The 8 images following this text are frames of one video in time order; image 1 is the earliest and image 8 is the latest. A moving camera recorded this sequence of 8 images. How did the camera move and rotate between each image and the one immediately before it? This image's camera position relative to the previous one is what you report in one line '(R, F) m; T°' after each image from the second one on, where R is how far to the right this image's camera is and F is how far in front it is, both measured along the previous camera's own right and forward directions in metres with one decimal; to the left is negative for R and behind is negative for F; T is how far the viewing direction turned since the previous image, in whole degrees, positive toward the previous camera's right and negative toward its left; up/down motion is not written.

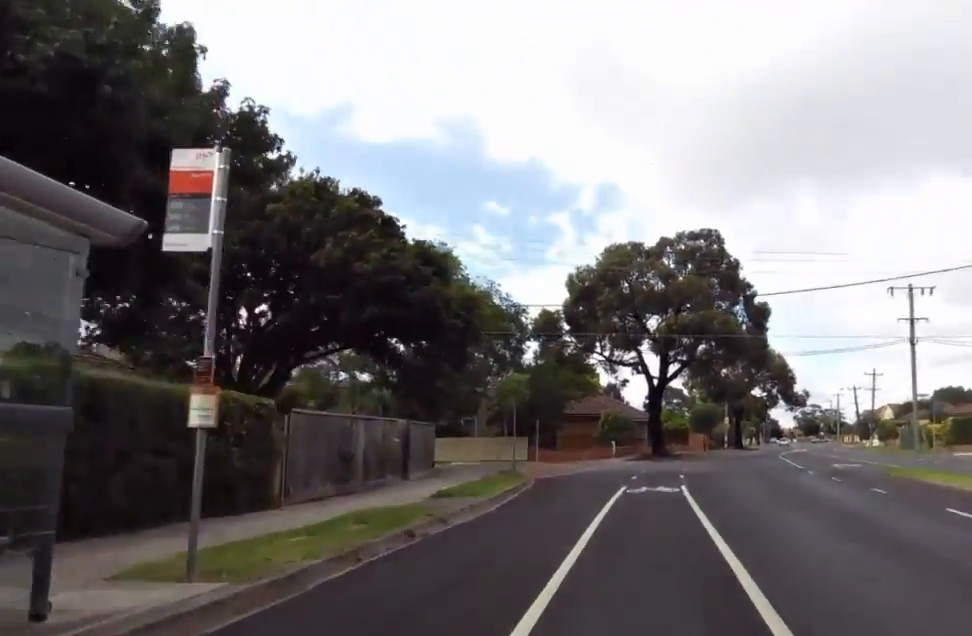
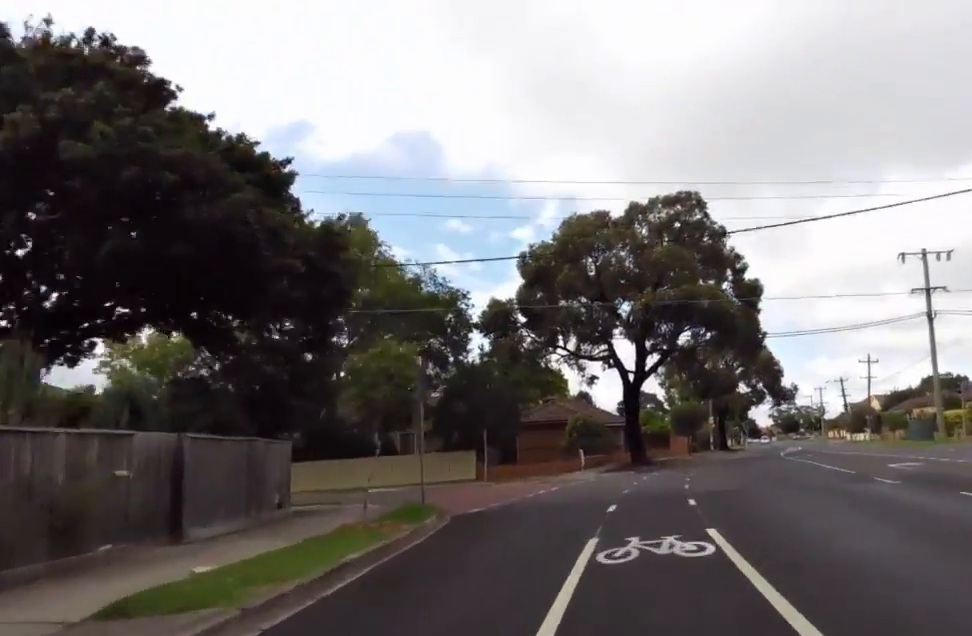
(+1.0, +8.6) m; +6°
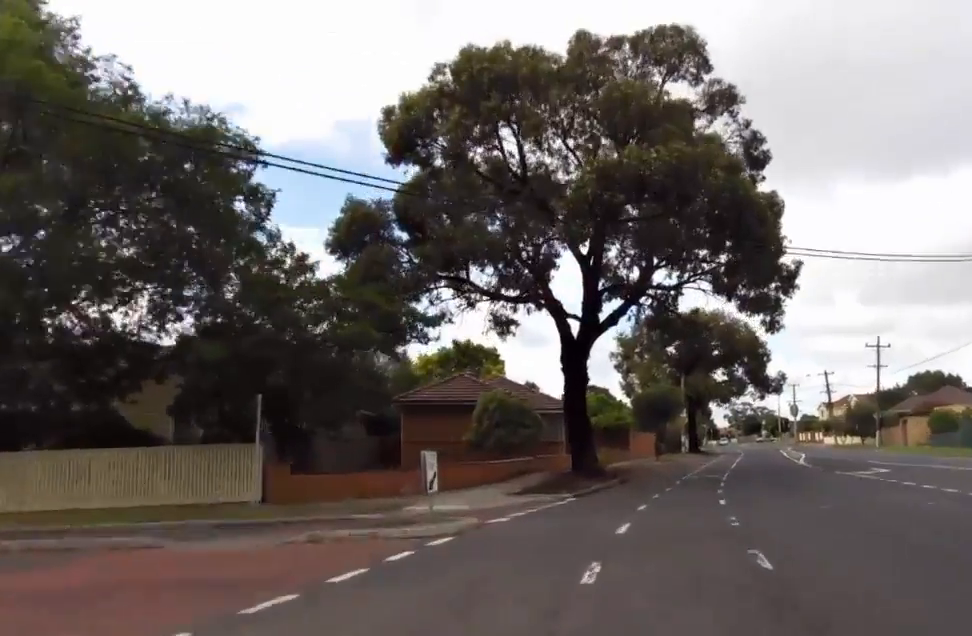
(+0.3, +17.5) m; +3°
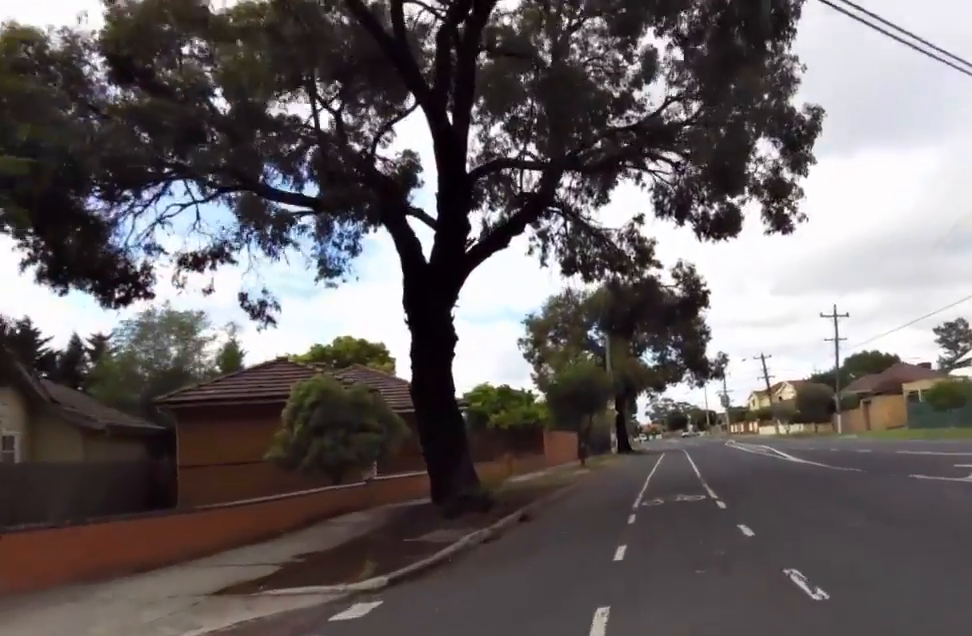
(+0.5, +12.0) m; +4°
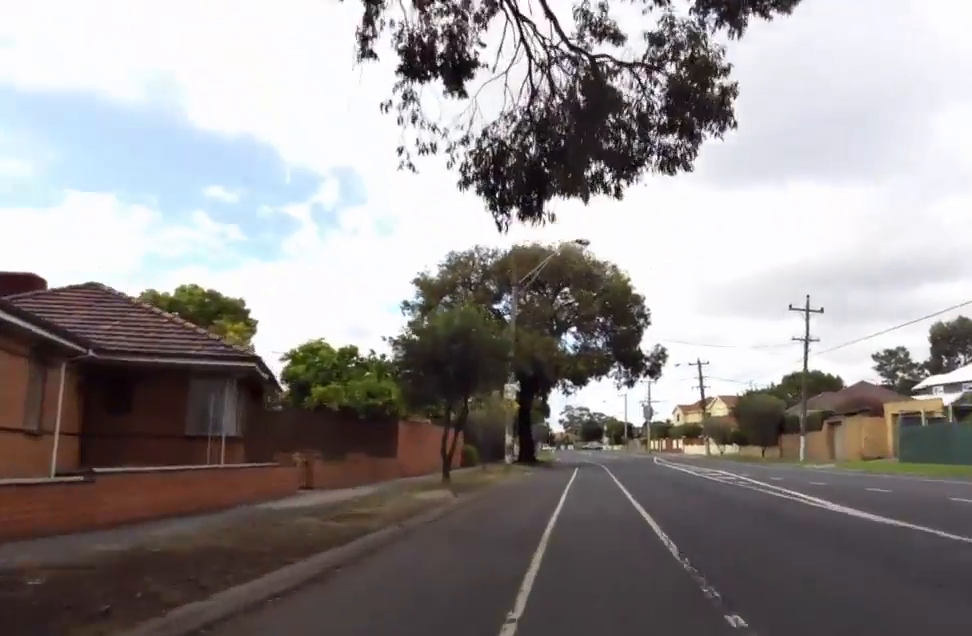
(+1.0, +12.2) m; +15°
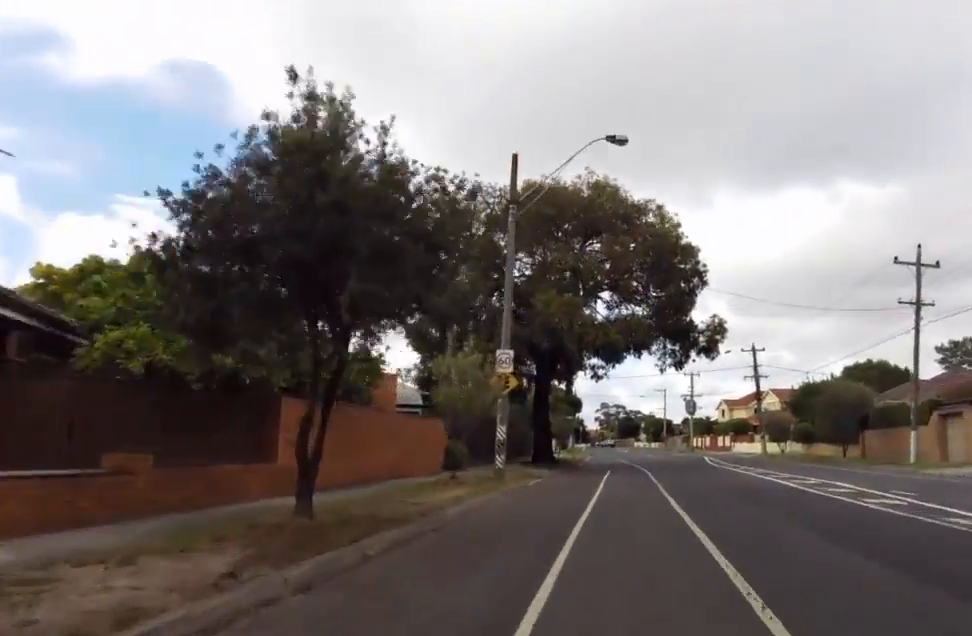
(+1.2, +11.2) m; -4°
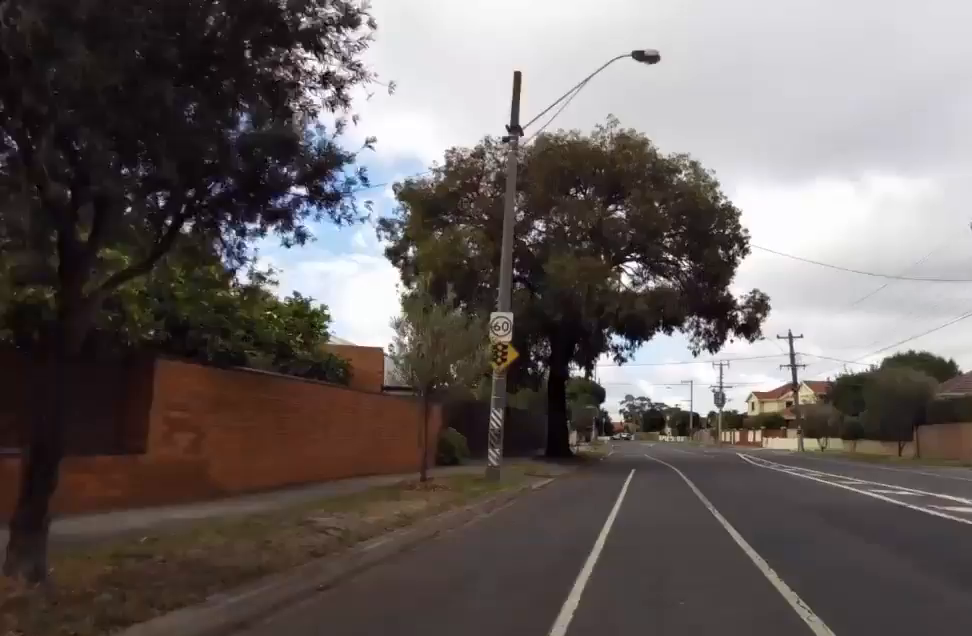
(-0.3, +4.8) m; -8°
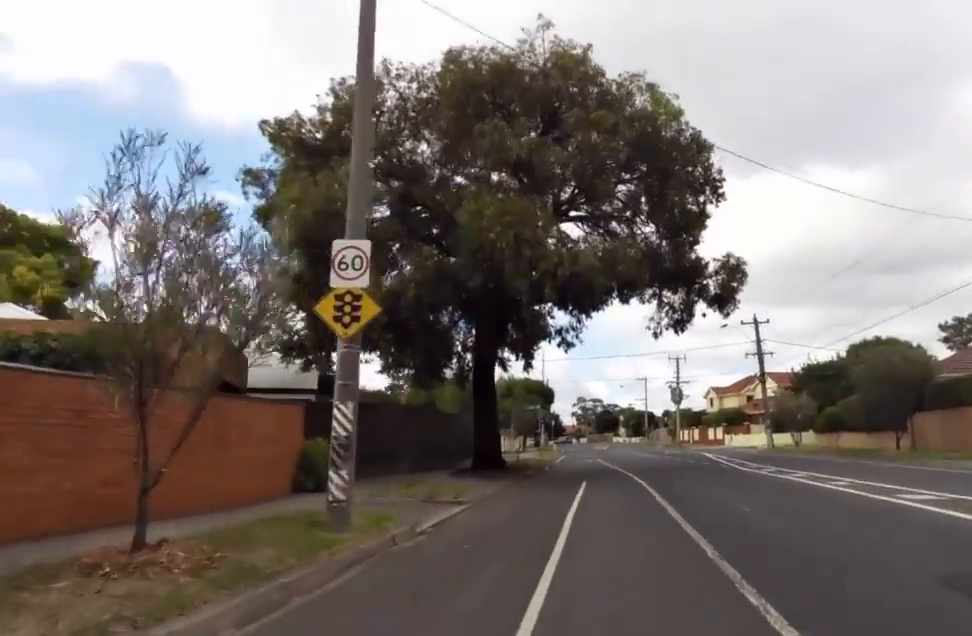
(-0.6, +6.1) m; 0°
